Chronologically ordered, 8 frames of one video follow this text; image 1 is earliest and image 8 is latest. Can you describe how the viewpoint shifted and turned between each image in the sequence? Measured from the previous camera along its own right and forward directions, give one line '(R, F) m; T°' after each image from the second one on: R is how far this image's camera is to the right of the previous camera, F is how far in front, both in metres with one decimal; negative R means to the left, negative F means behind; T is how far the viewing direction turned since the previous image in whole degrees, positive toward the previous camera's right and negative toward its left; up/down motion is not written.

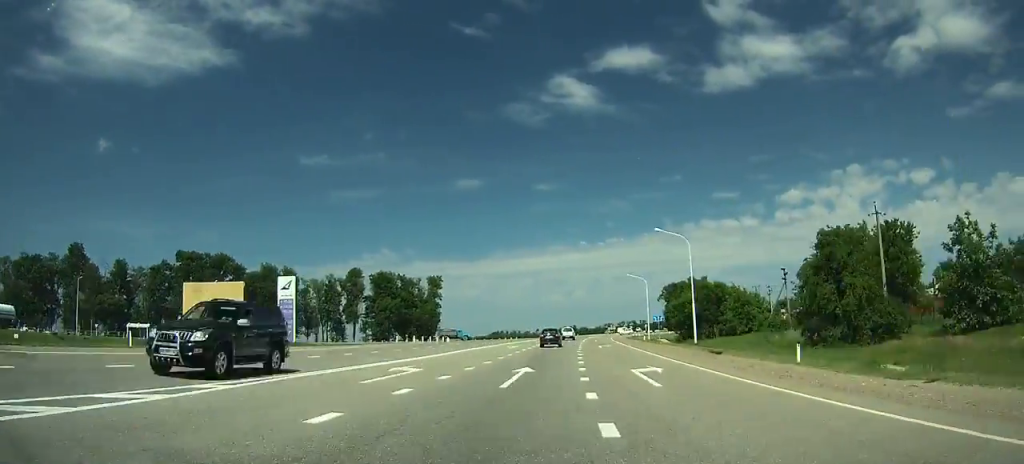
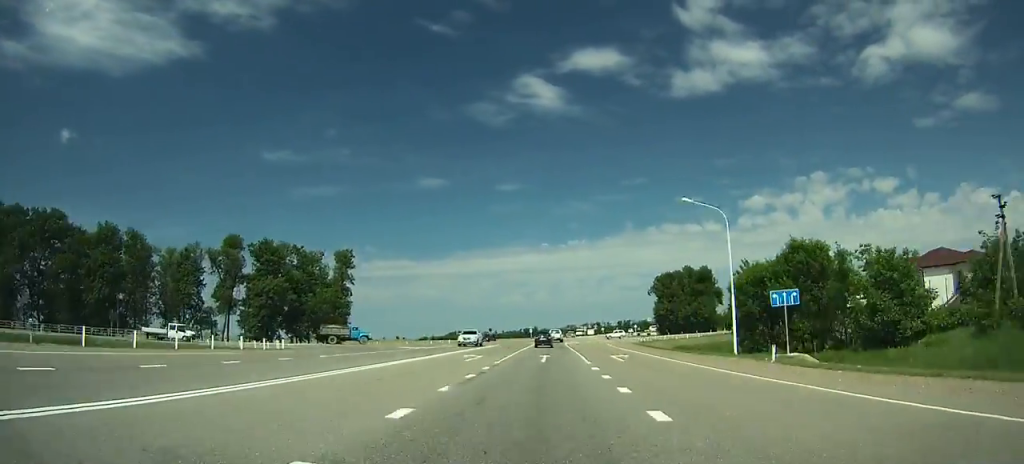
(+1.5, +46.5) m; +4°
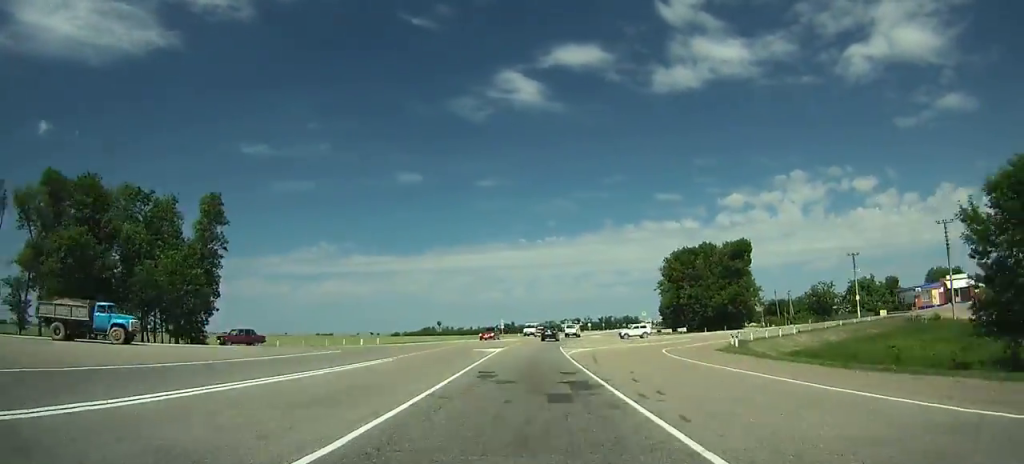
(+0.8, +41.6) m; +3°
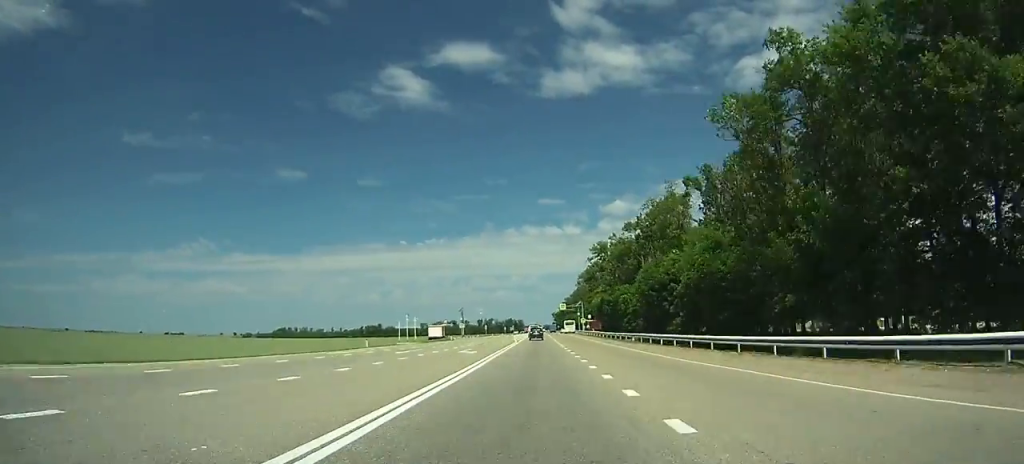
(+11.1, +114.5) m; +10°
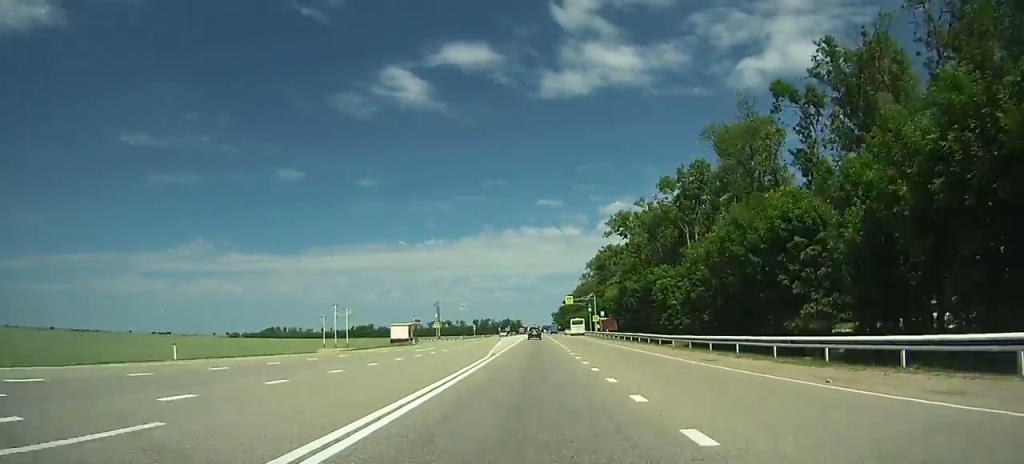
(+0.8, +33.5) m; +2°
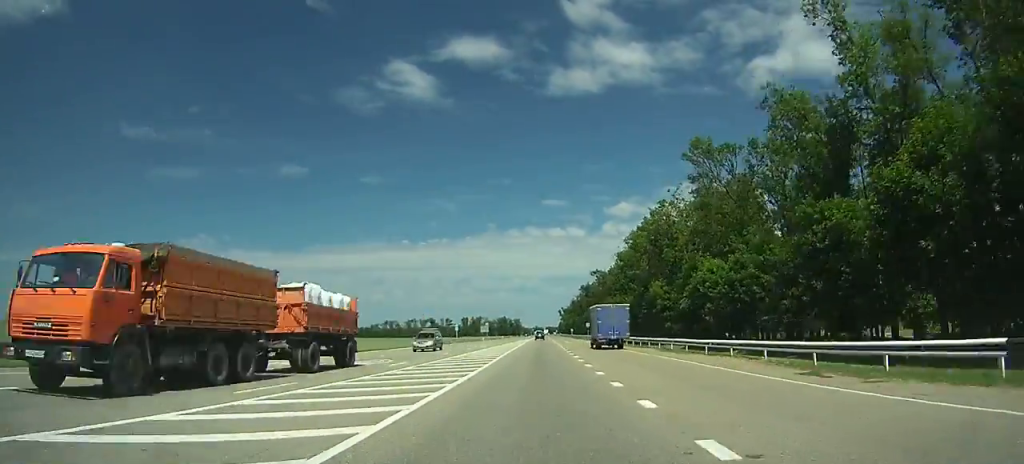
(+2.1, +142.5) m; +1°
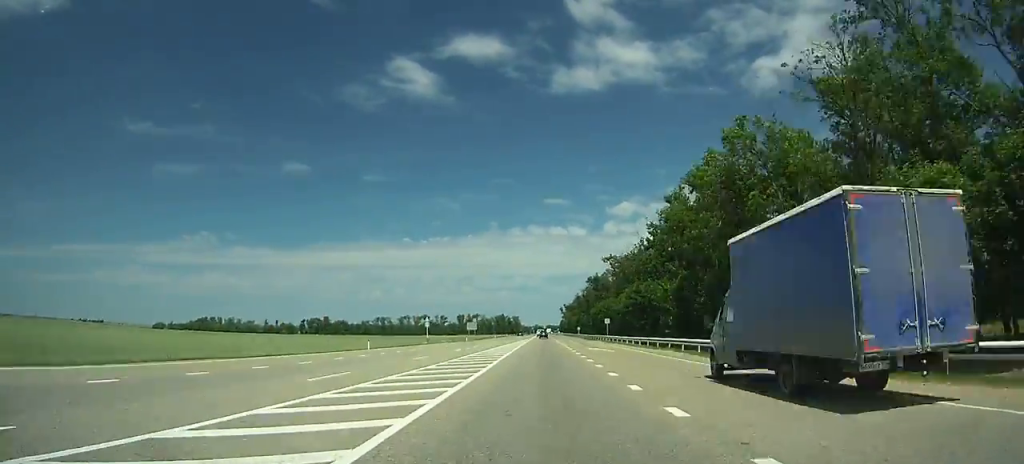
(-0.1, +33.6) m; 0°
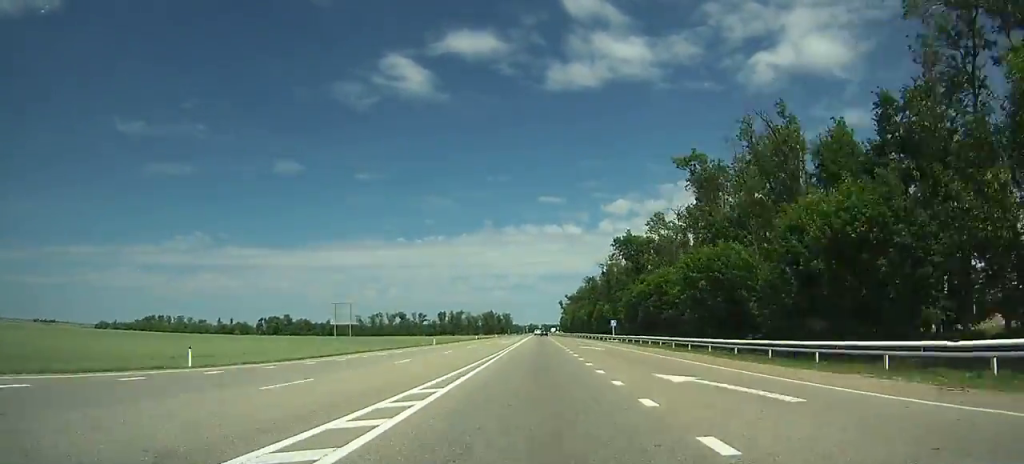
(0.0, +86.3) m; 0°
